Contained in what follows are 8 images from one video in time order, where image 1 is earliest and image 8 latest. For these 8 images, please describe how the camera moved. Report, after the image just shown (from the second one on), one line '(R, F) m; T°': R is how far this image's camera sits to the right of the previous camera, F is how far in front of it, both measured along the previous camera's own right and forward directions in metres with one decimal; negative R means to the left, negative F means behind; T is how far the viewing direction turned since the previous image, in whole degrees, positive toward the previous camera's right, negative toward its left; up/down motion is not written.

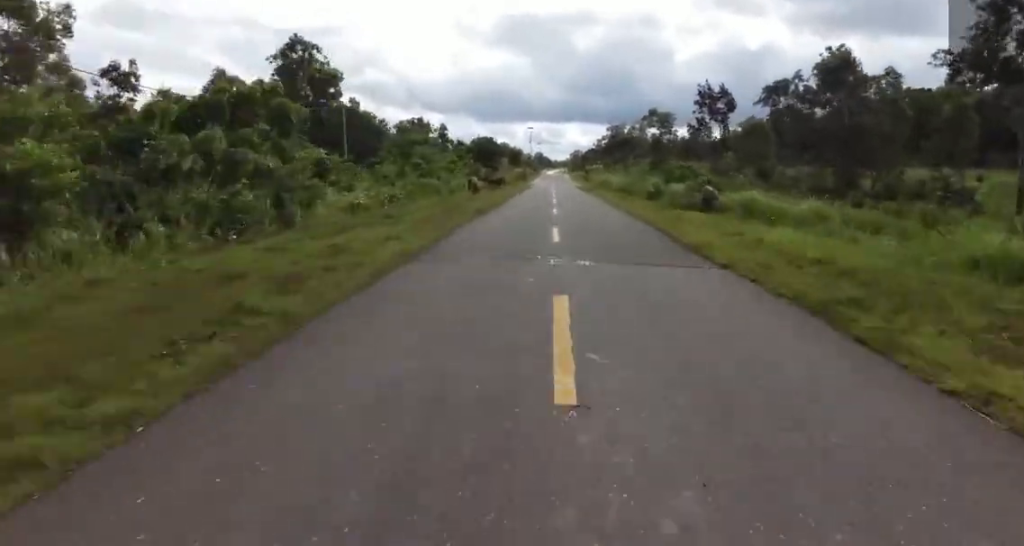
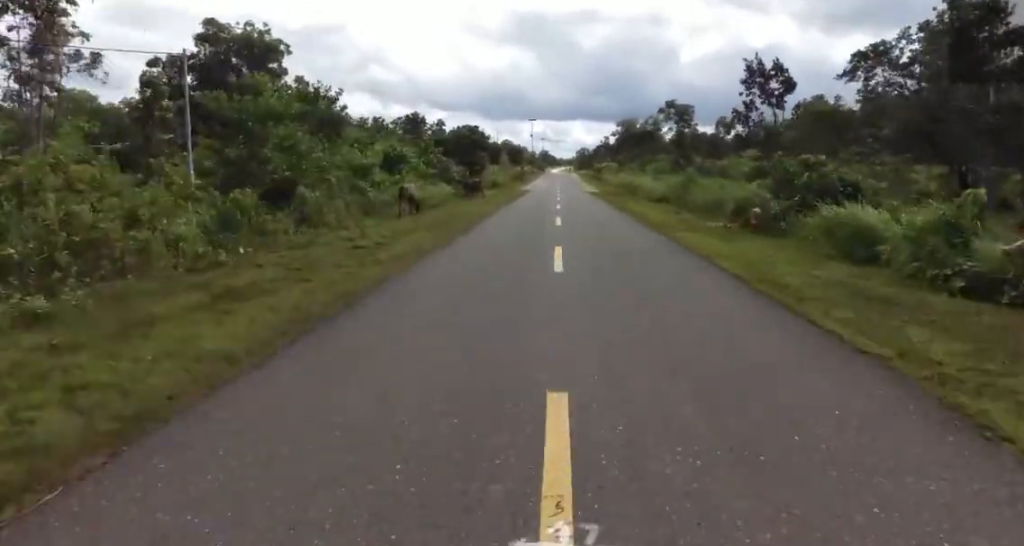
(-0.8, +18.3) m; -1°
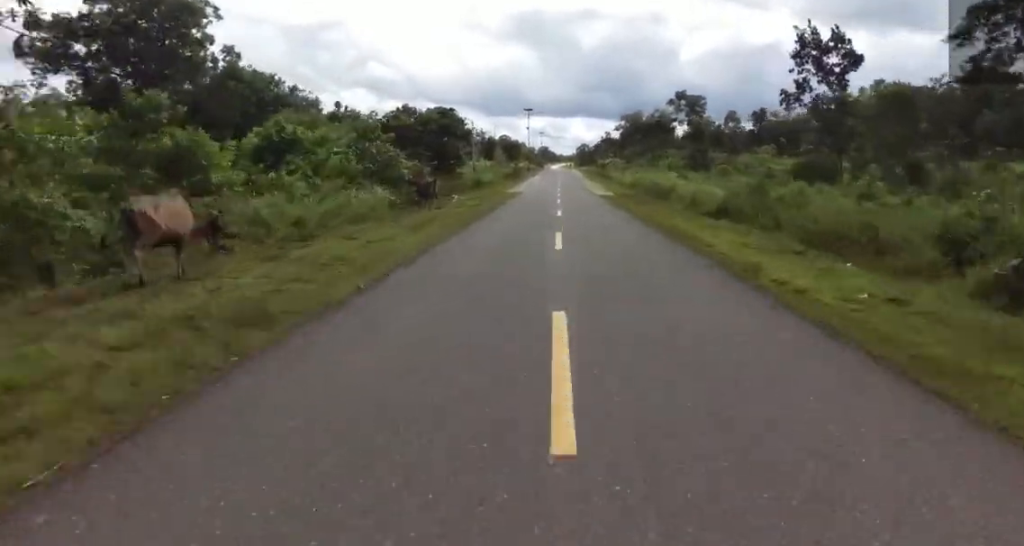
(-0.3, +13.7) m; +1°
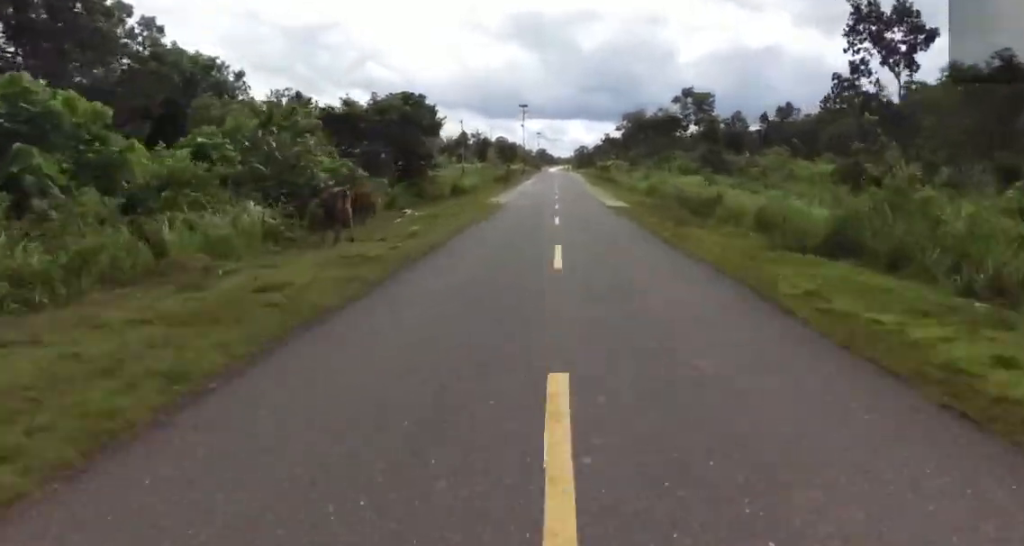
(+0.6, +9.6) m; +2°
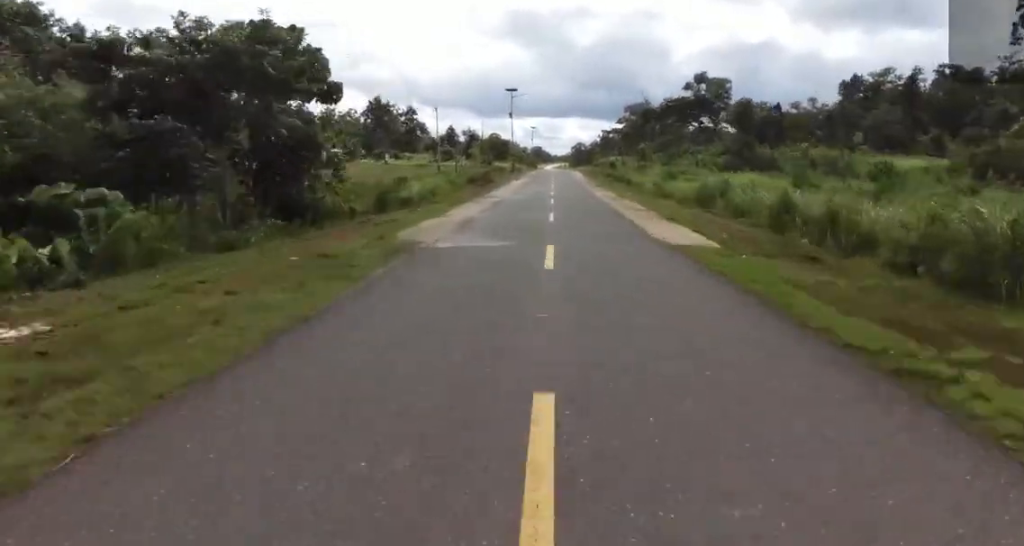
(+0.3, +16.9) m; +1°
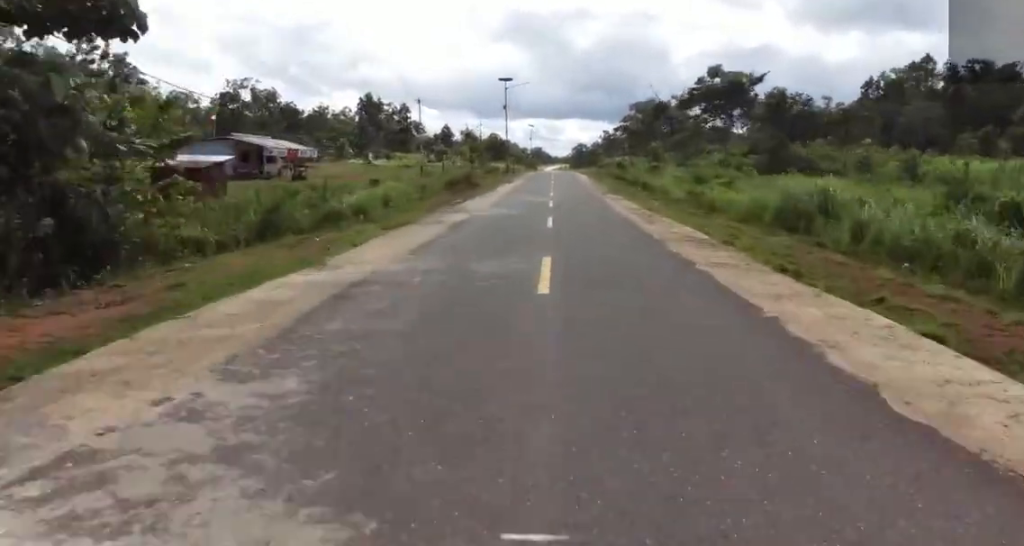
(0.0, +10.7) m; 0°
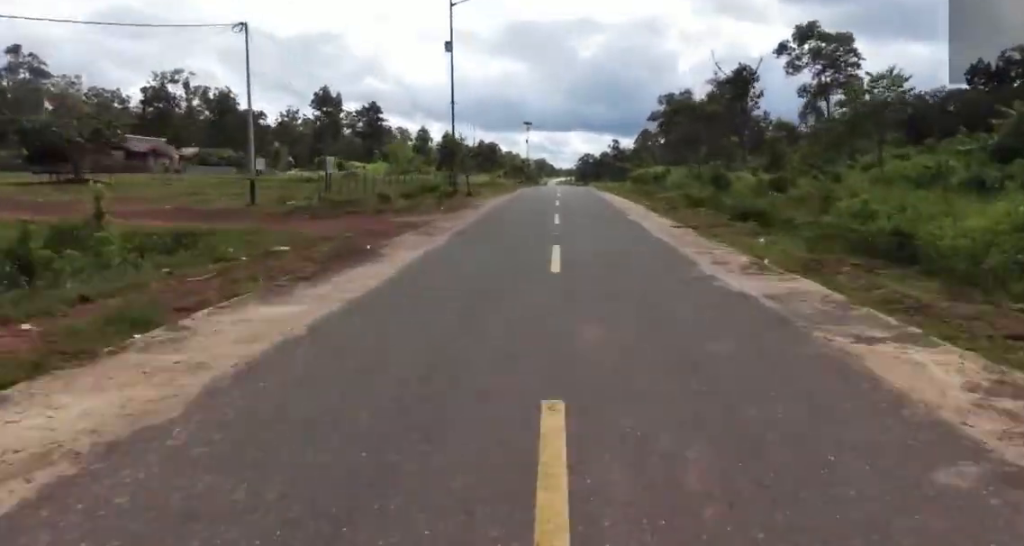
(0.0, +38.5) m; 0°
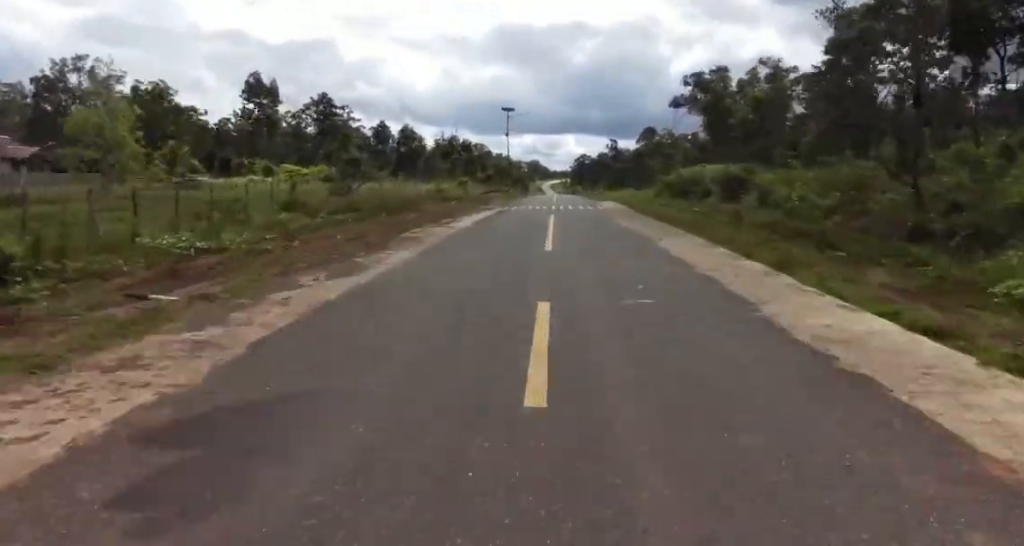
(0.0, +30.0) m; -1°
